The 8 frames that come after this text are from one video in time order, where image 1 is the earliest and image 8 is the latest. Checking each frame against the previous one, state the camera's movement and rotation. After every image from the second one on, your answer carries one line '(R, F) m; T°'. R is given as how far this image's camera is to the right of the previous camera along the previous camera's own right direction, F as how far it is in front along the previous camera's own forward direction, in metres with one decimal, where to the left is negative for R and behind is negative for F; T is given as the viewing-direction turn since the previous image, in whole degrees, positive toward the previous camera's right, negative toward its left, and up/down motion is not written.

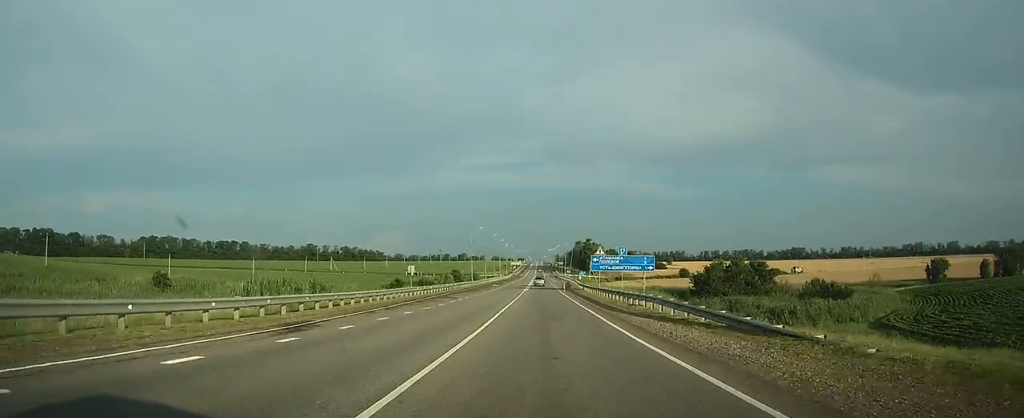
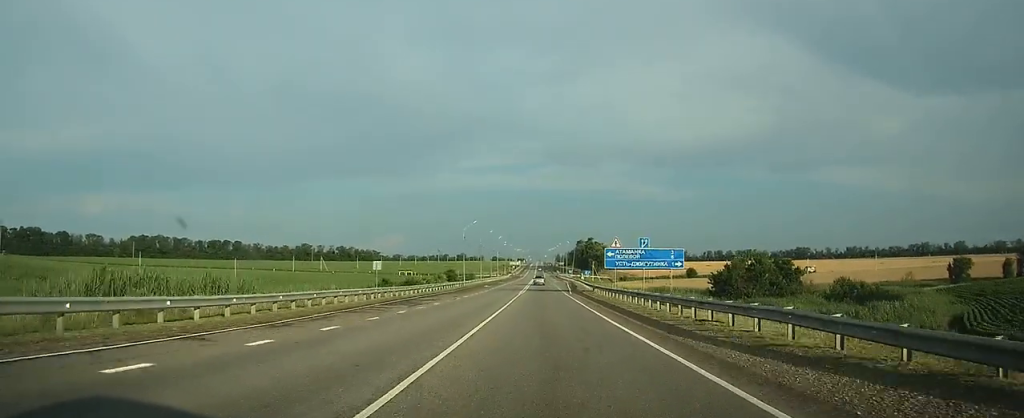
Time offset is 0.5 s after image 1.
(0.0, +13.4) m; 0°
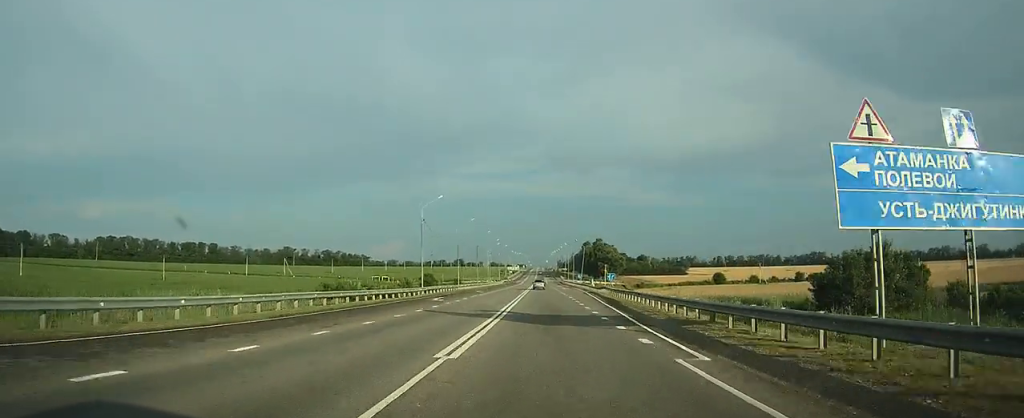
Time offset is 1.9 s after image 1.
(0.0, +40.9) m; 0°
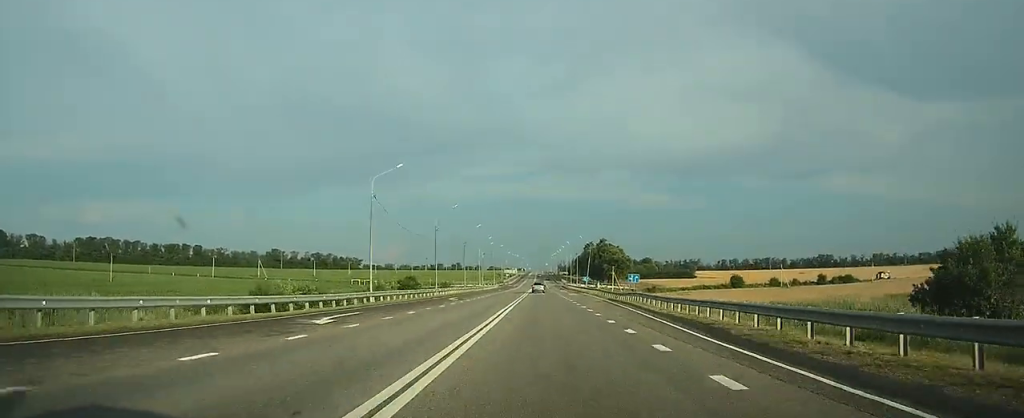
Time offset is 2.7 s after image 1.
(0.0, +21.7) m; 0°
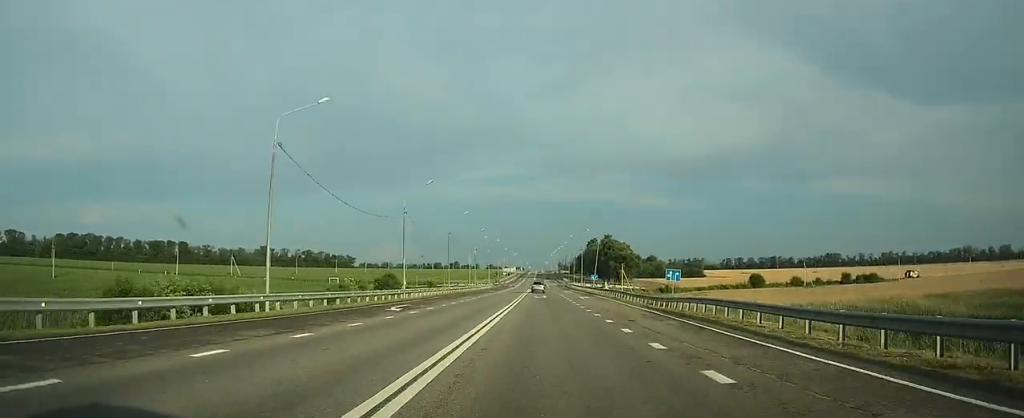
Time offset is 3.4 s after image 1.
(0.0, +19.7) m; 0°
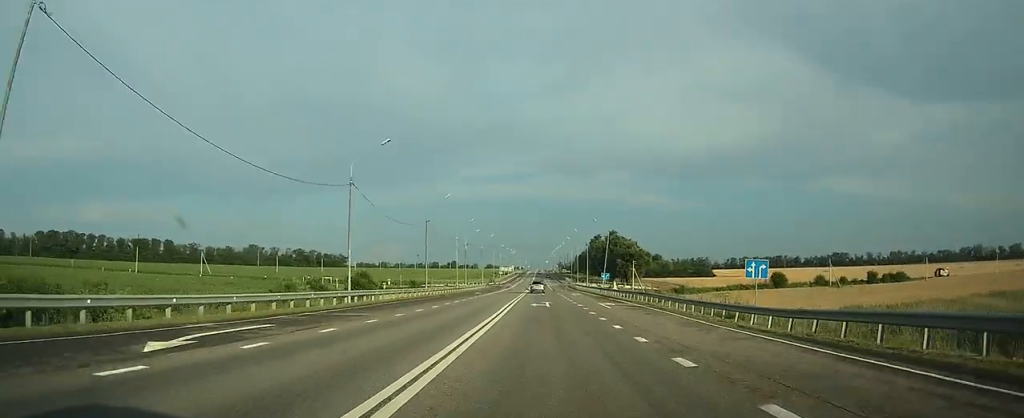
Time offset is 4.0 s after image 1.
(0.0, +18.5) m; 0°
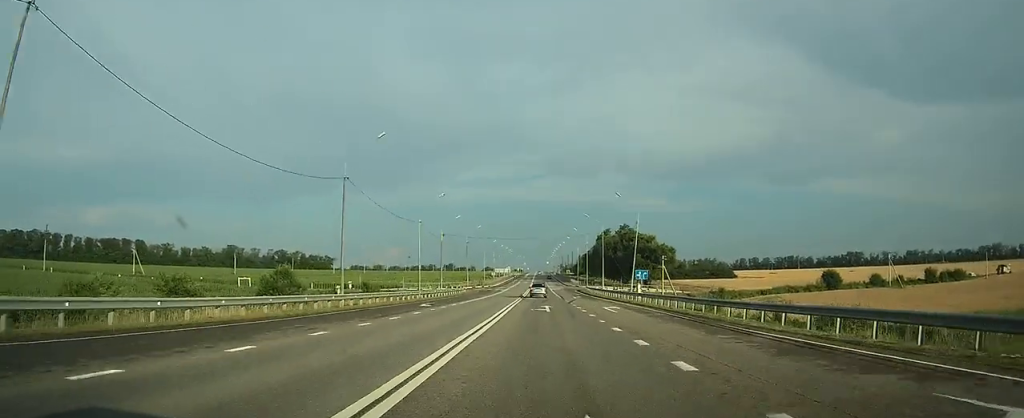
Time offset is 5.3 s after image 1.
(-0.1, +33.4) m; 0°
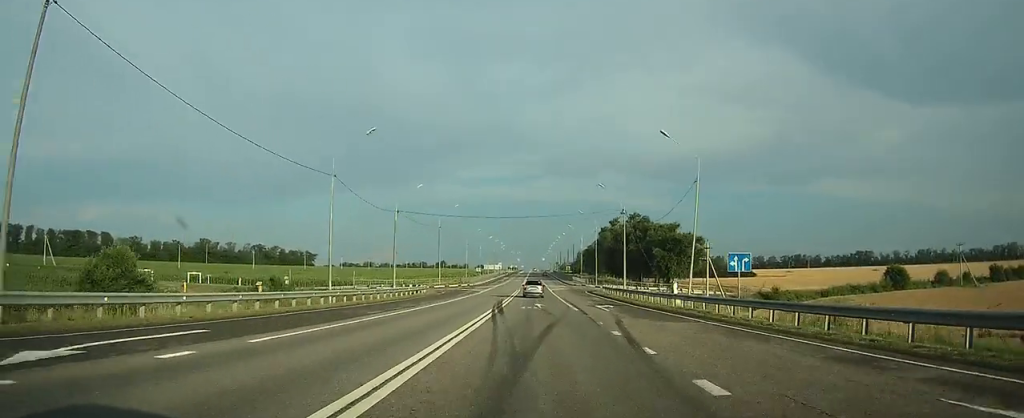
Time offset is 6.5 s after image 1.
(-0.1, +31.7) m; 0°
